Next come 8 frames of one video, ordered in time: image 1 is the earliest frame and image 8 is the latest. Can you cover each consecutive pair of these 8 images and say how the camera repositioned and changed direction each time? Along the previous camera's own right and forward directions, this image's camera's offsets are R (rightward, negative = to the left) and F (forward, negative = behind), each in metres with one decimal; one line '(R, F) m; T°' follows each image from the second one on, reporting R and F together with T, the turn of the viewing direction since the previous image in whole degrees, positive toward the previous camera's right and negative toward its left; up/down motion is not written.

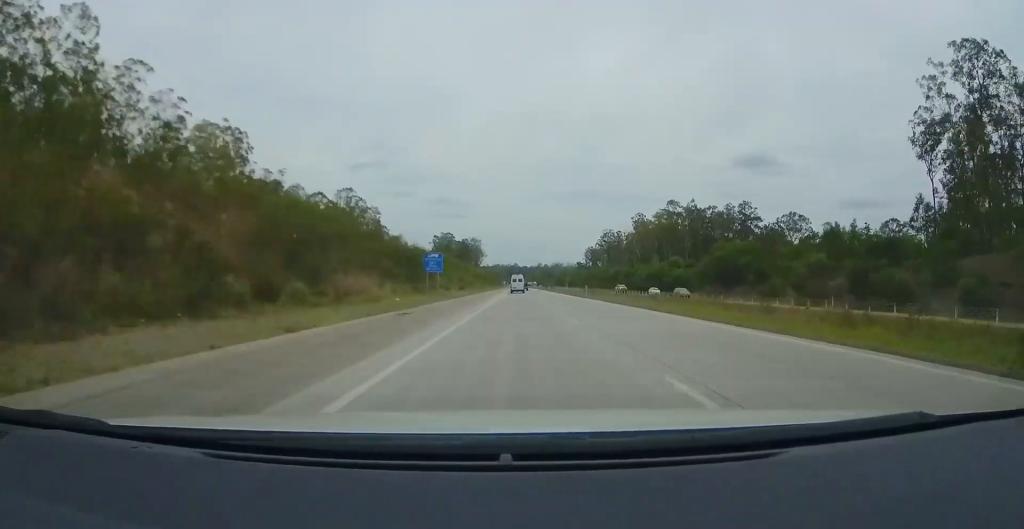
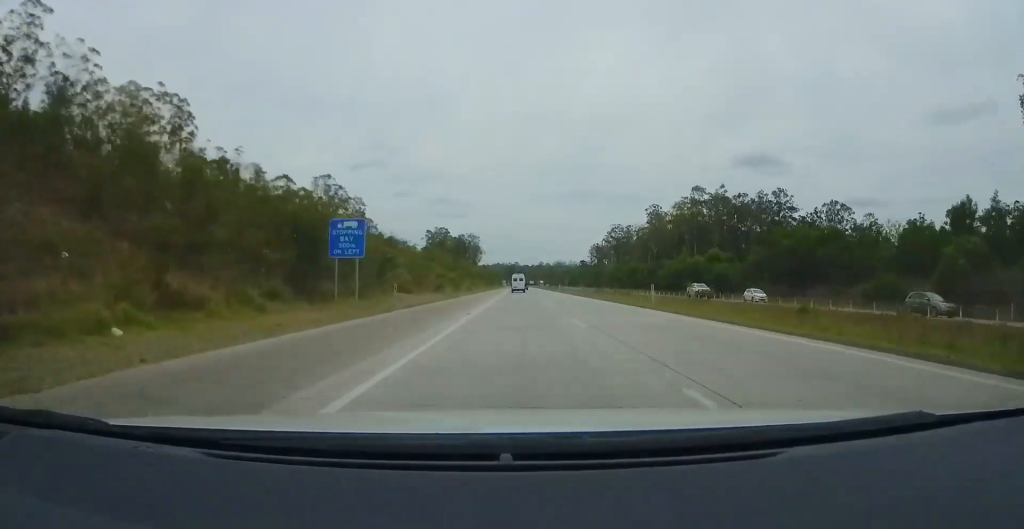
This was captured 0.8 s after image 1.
(+0.1, +25.3) m; 0°
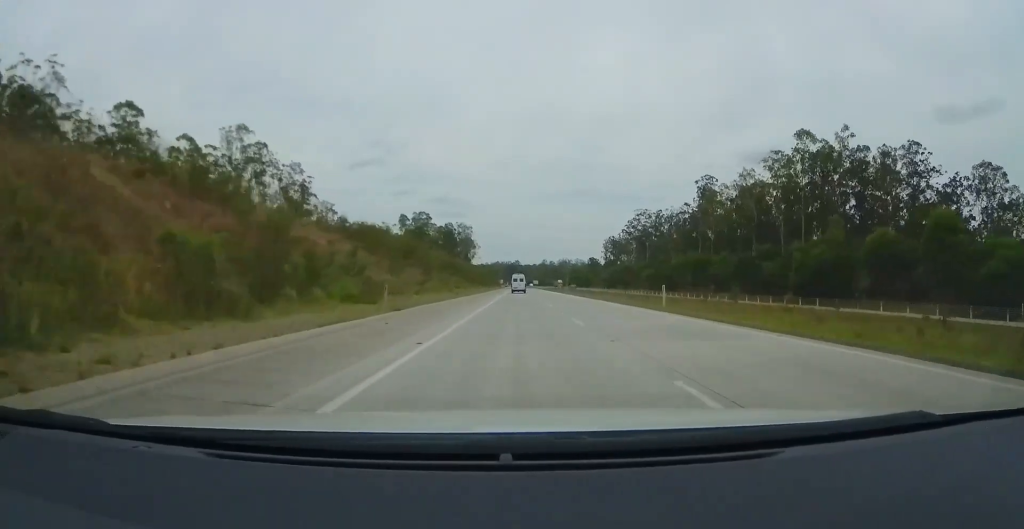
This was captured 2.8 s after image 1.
(0.0, +60.3) m; 0°
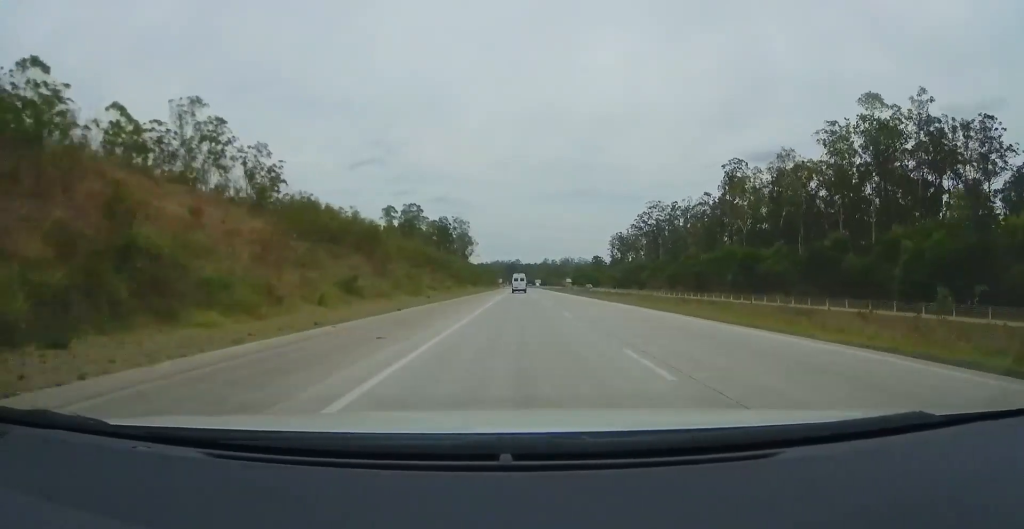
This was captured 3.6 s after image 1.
(-0.2, +21.7) m; -1°
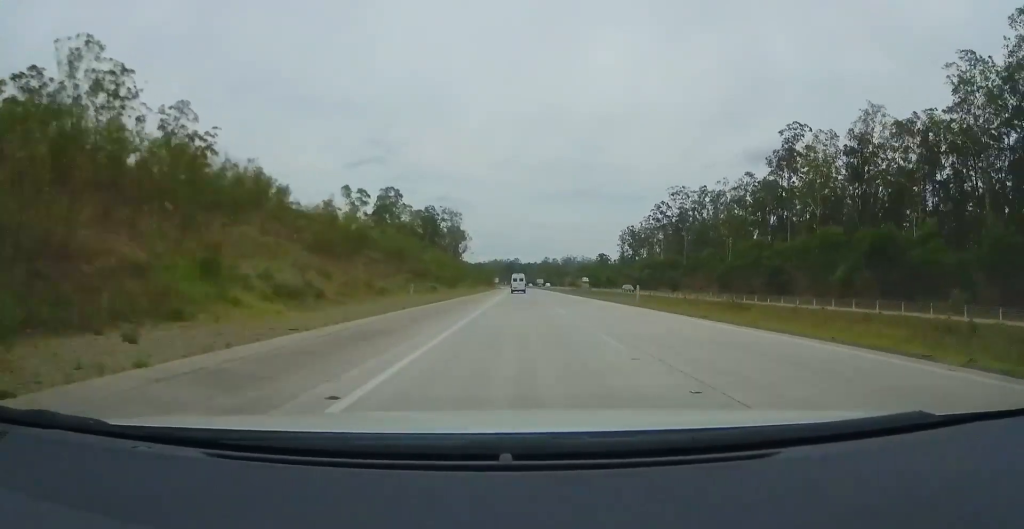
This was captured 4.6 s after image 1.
(+0.1, +32.4) m; +1°
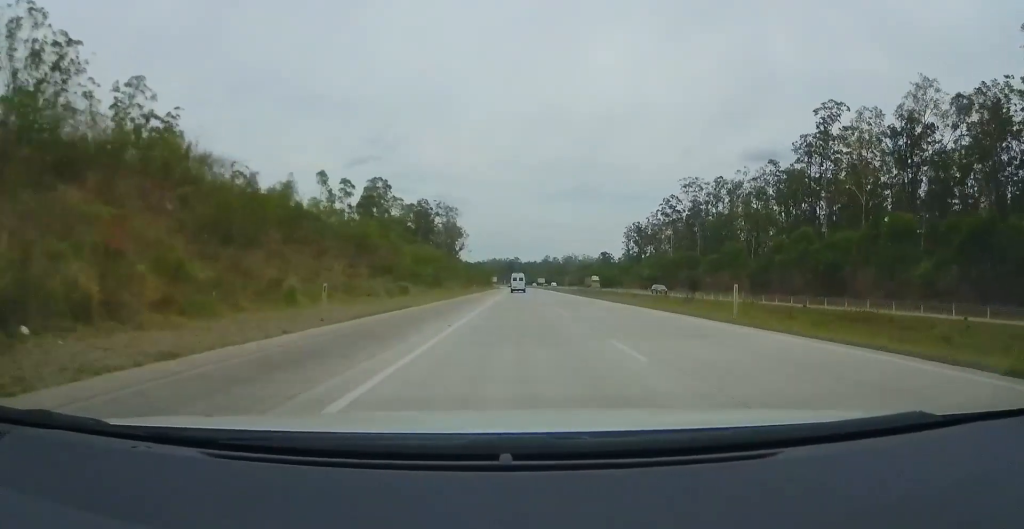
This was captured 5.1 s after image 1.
(+0.2, +14.5) m; 0°
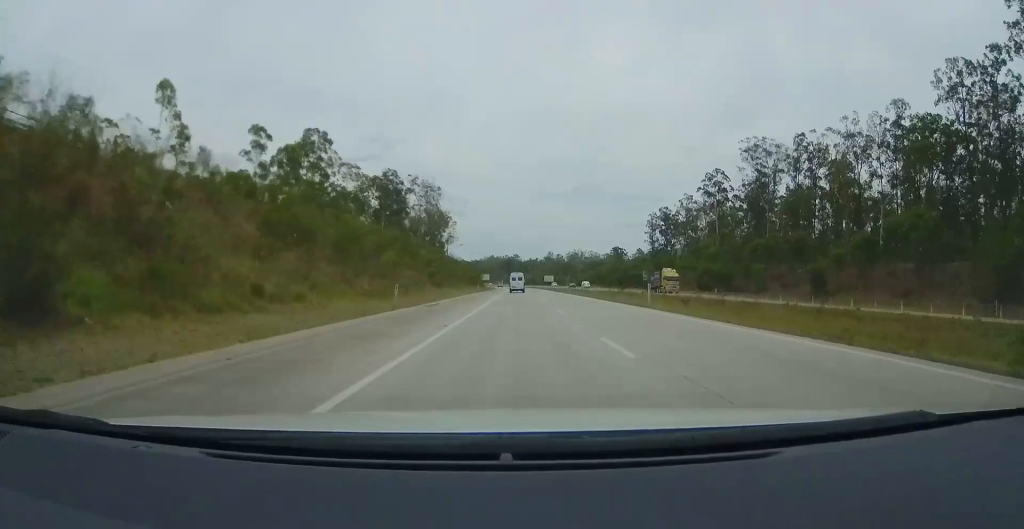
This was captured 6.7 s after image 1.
(-0.2, +48.4) m; 0°
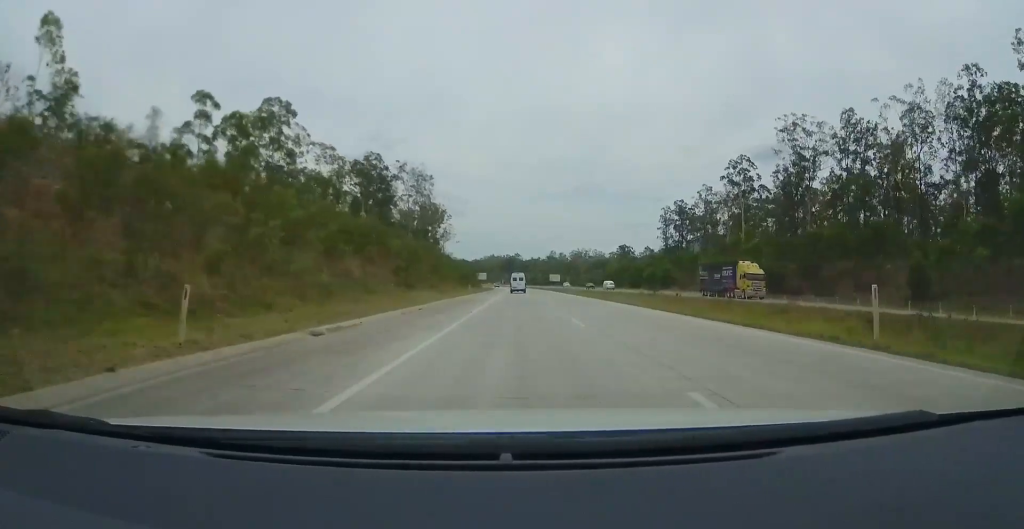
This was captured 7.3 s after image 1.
(+0.3, +18.2) m; 0°
